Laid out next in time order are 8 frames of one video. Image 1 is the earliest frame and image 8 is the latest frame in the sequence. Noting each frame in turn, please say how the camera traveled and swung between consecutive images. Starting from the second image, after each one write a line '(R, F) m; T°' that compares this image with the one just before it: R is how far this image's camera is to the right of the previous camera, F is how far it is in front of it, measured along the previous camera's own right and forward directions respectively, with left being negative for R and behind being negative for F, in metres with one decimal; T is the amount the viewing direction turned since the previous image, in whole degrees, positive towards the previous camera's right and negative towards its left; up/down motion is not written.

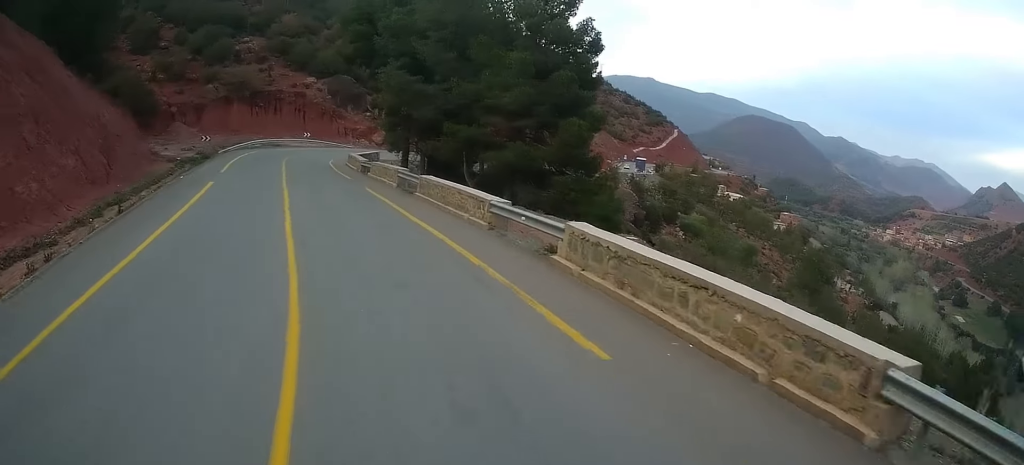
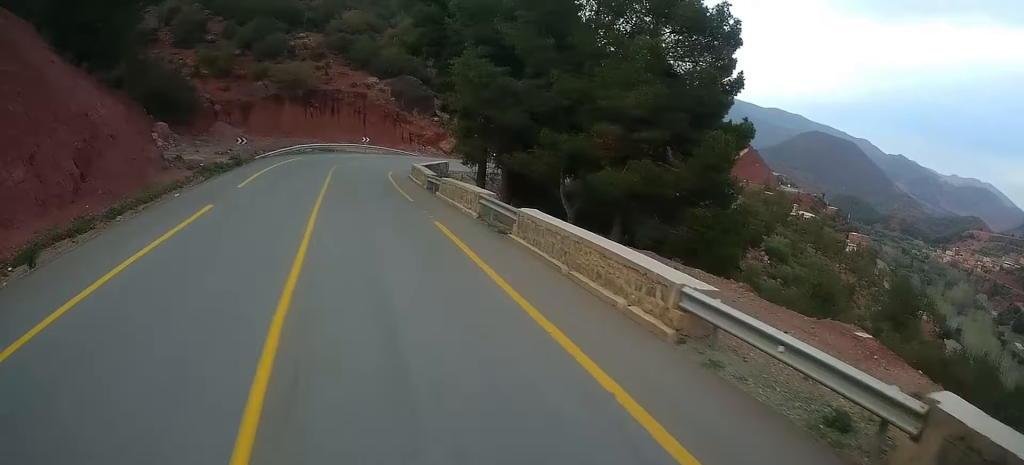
(-0.3, +7.6) m; -4°
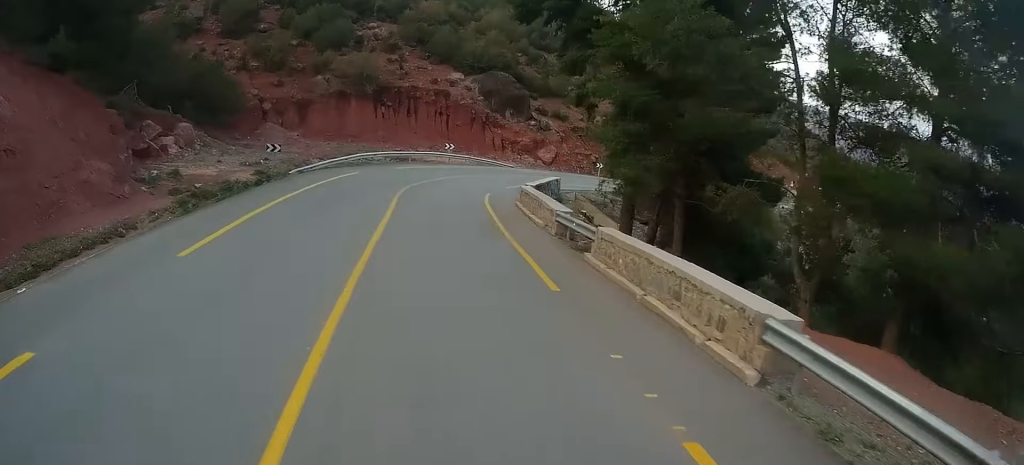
(-0.7, +12.3) m; -3°
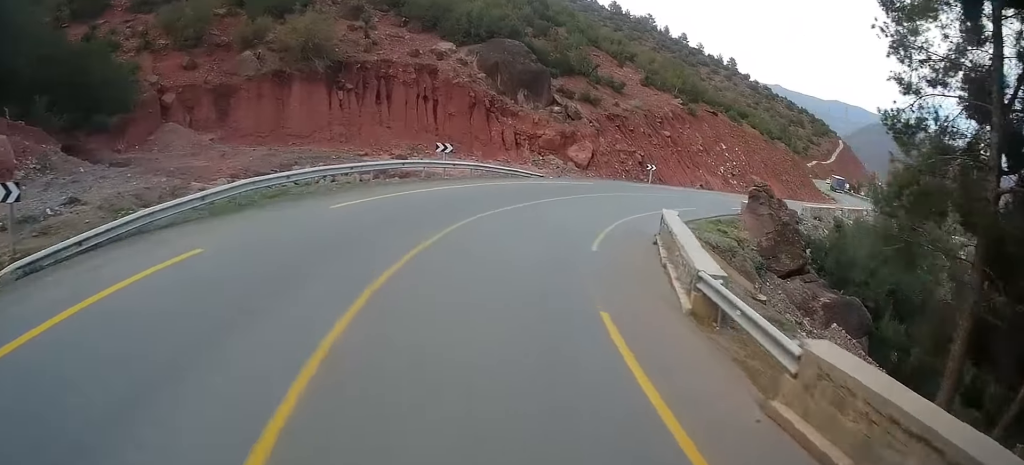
(+0.8, +20.1) m; +7°
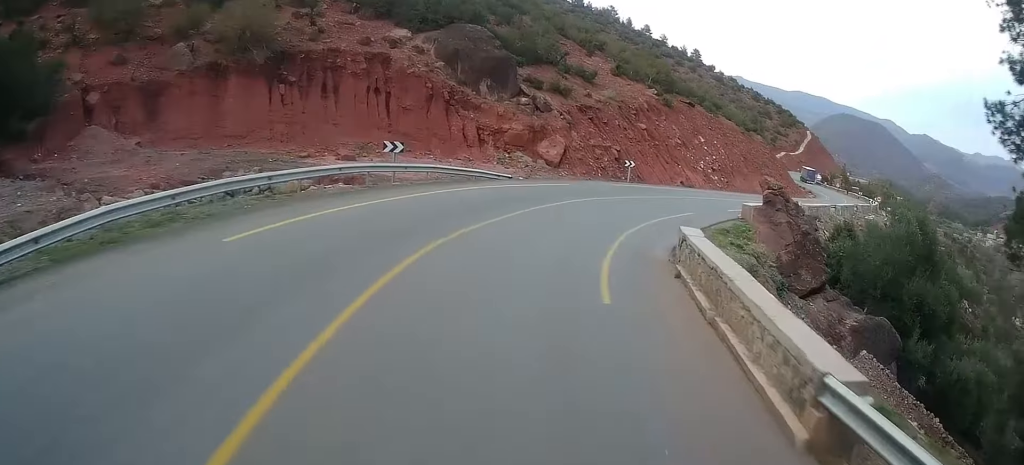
(-0.1, +5.0) m; +4°
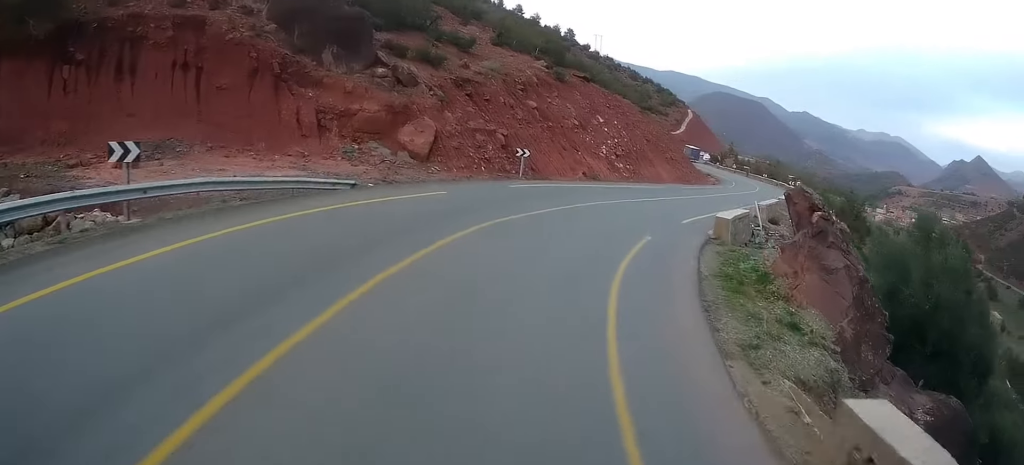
(+1.0, +10.7) m; +12°
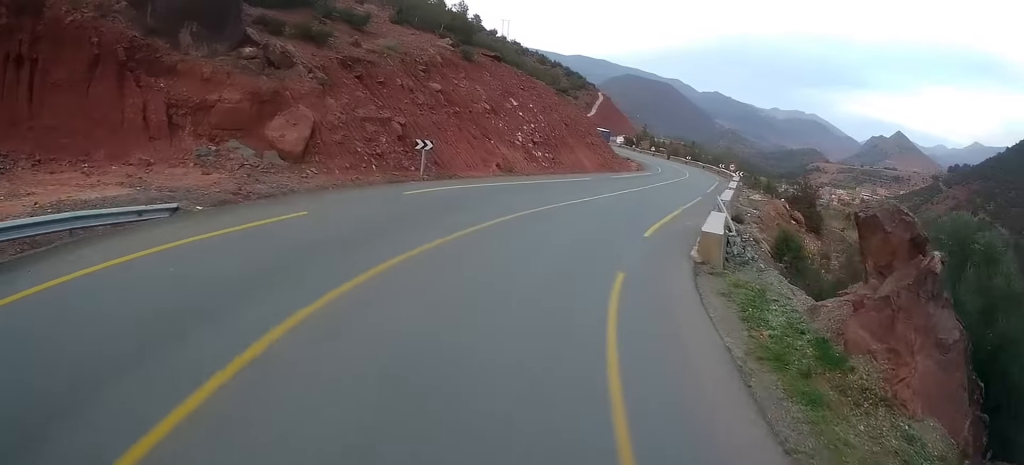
(+0.4, +6.3) m; +8°
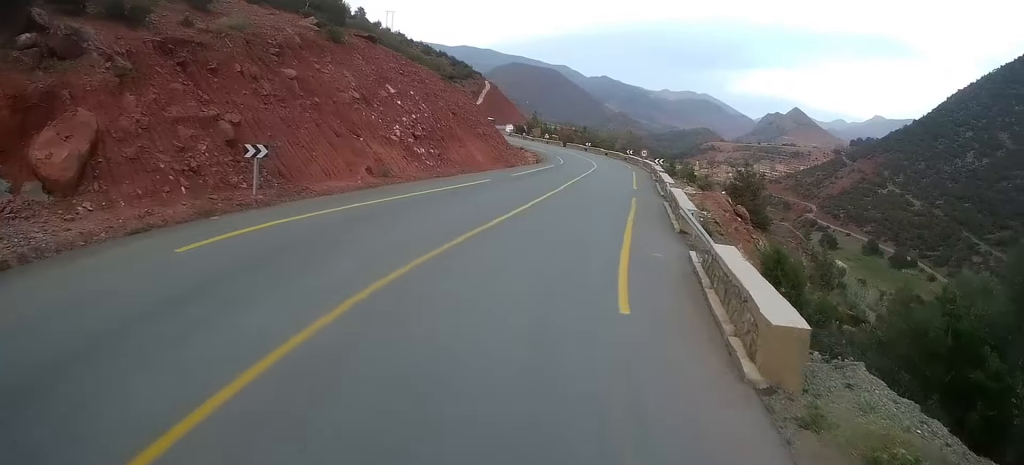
(+0.4, +8.3) m; +11°
